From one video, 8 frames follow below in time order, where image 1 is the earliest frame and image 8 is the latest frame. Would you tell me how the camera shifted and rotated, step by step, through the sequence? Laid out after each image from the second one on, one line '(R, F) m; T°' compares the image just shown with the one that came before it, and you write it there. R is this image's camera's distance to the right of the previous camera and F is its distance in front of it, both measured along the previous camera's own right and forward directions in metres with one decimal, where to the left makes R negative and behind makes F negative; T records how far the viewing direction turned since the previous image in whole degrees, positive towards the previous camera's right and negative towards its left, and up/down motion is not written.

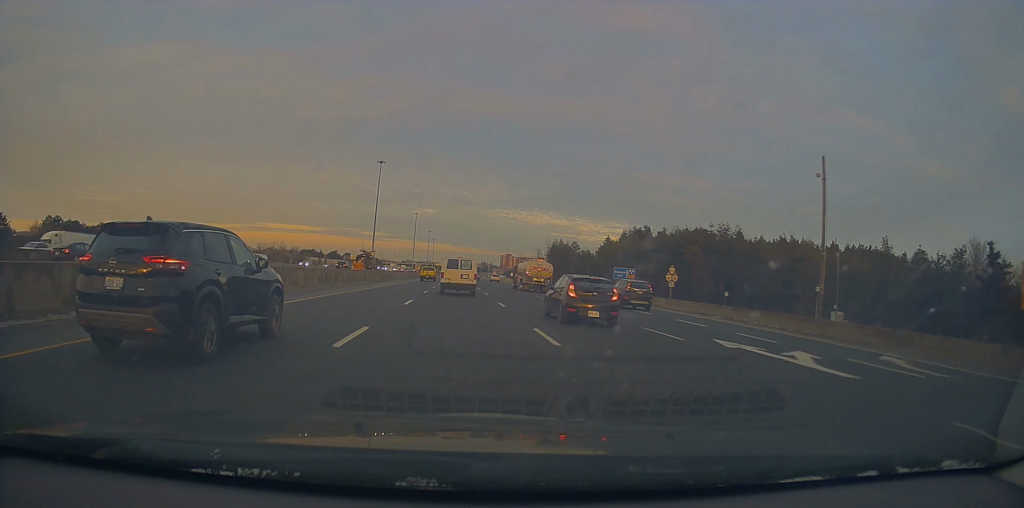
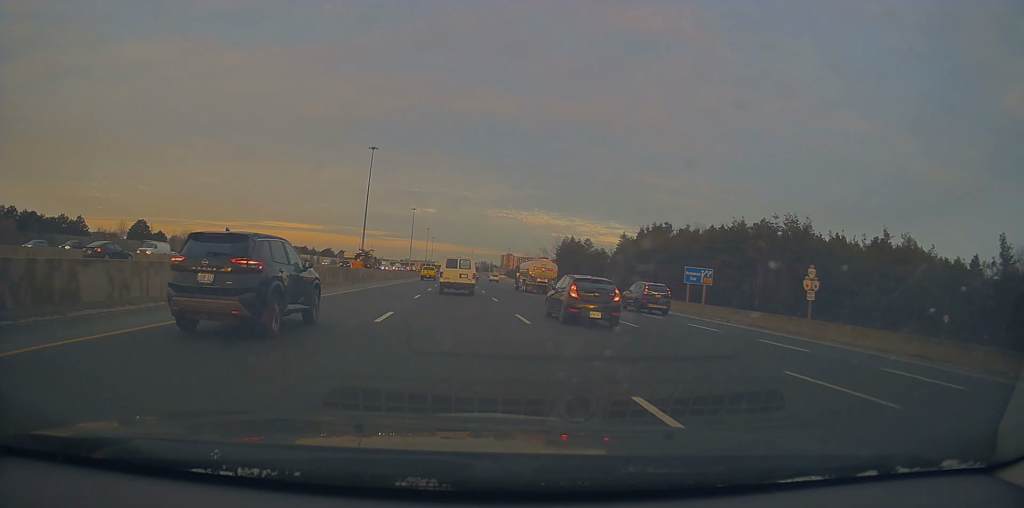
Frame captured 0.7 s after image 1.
(0.0, +19.7) m; +1°
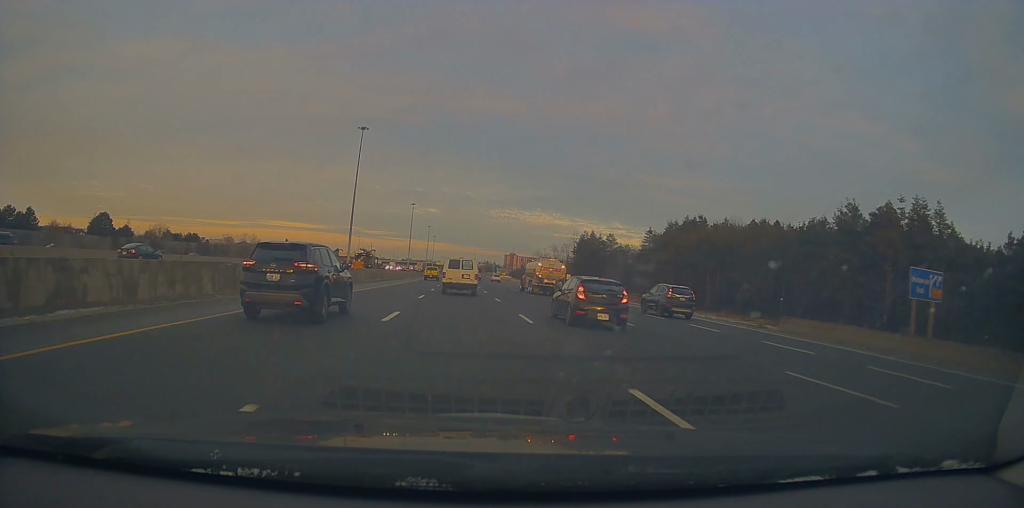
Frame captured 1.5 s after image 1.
(+0.2, +23.6) m; 0°
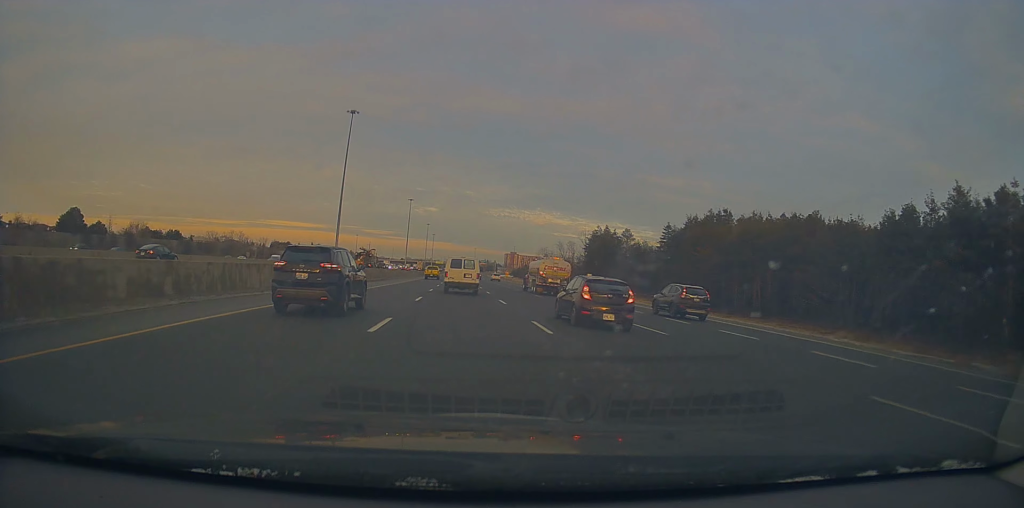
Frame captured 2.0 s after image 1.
(+0.1, +14.8) m; 0°
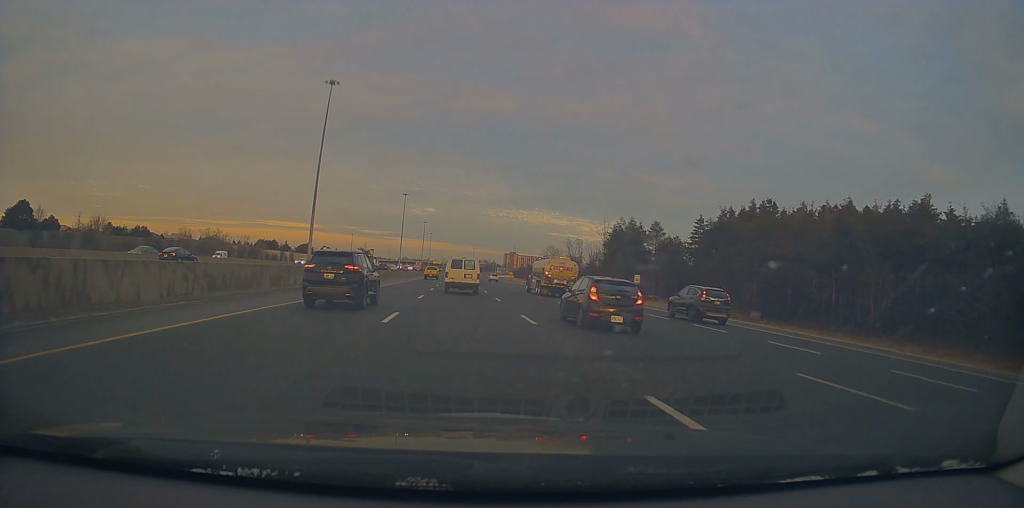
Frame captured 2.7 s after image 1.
(-0.6, +21.7) m; 0°
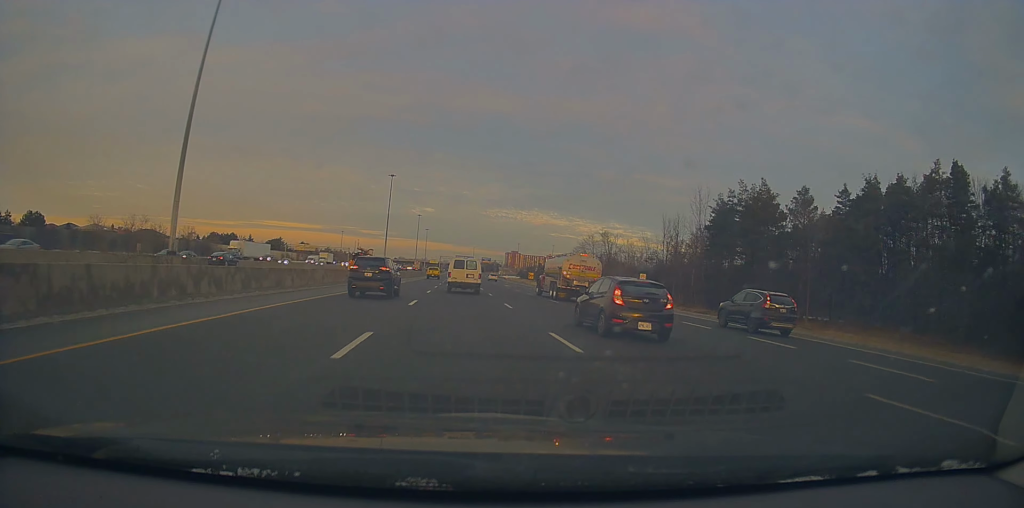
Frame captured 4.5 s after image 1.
(+0.5, +53.7) m; 0°
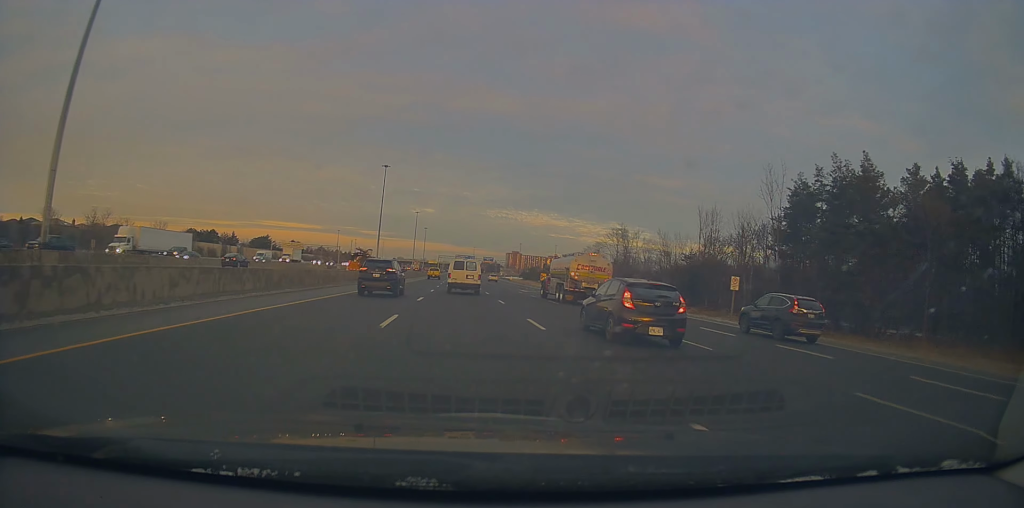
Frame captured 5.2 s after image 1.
(-0.1, +19.9) m; 0°
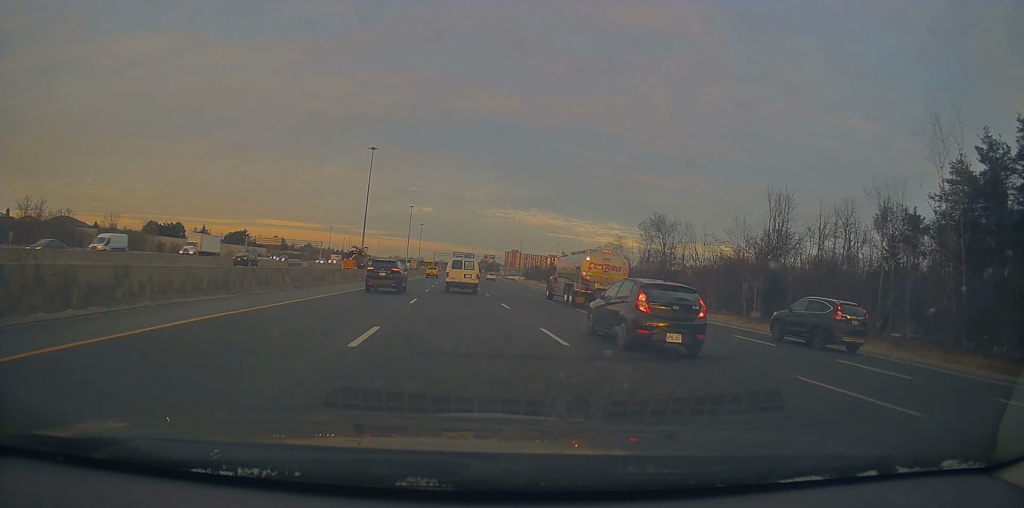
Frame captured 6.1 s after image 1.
(0.0, +26.9) m; 0°
